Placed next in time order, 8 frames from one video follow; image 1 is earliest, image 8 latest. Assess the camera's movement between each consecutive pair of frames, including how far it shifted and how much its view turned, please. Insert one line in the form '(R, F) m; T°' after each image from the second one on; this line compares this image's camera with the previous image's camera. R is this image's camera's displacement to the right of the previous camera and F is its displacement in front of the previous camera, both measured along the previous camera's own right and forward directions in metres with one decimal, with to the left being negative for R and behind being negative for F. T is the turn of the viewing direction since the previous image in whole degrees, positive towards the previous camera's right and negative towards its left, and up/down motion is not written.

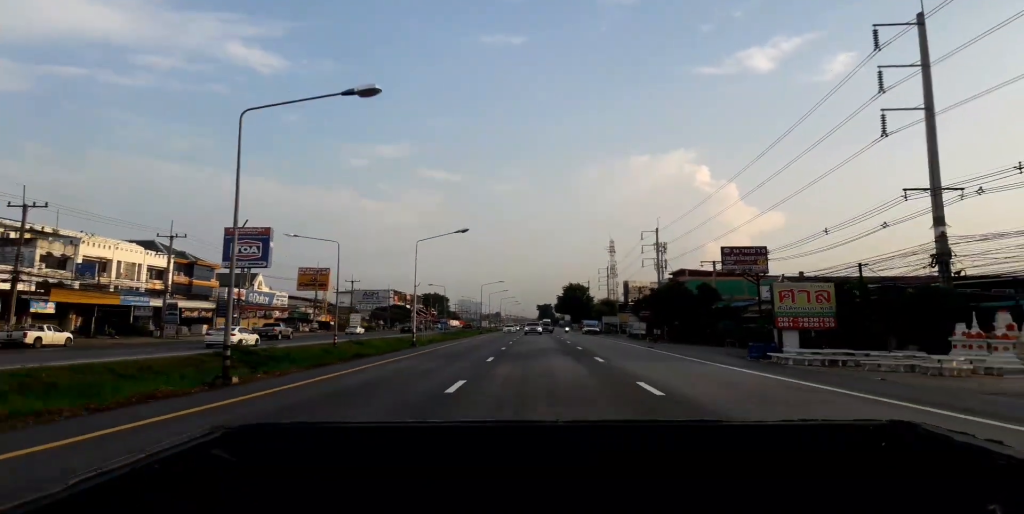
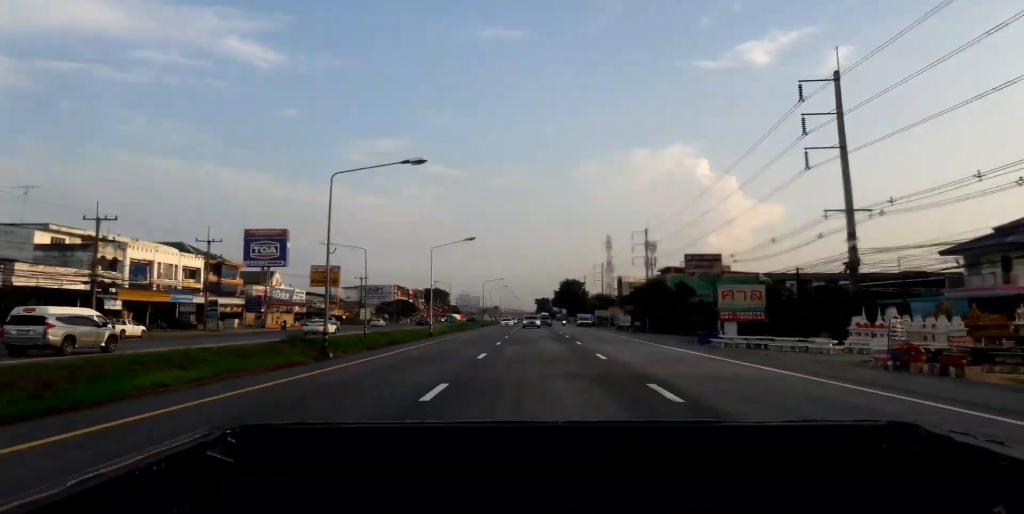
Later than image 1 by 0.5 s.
(0.0, +9.7) m; -1°
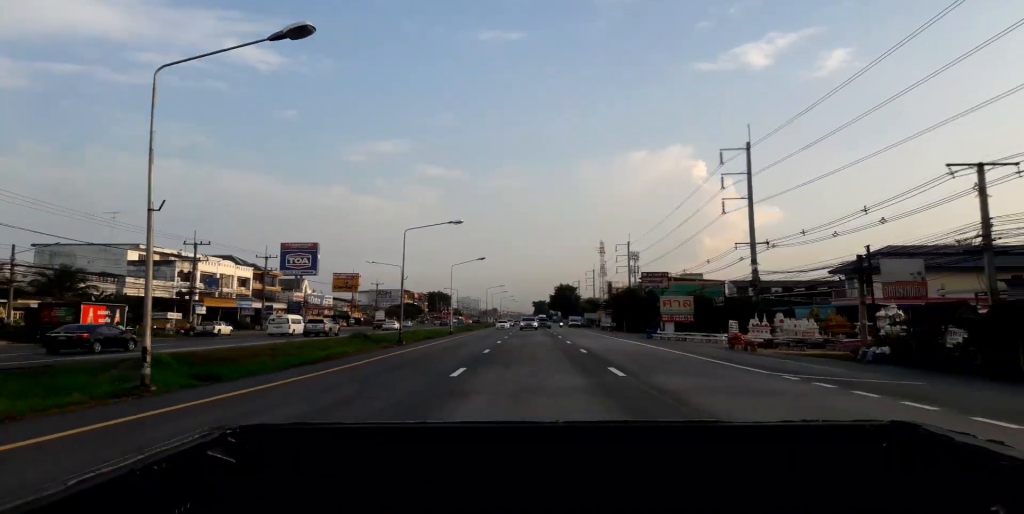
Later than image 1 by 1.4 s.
(-0.4, +18.2) m; -1°
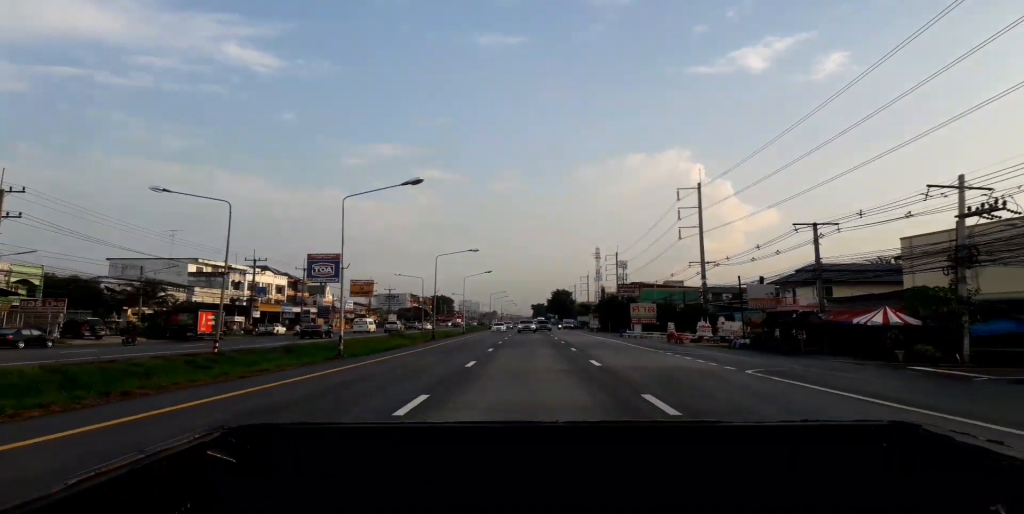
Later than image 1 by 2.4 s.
(+0.1, +17.6) m; +1°
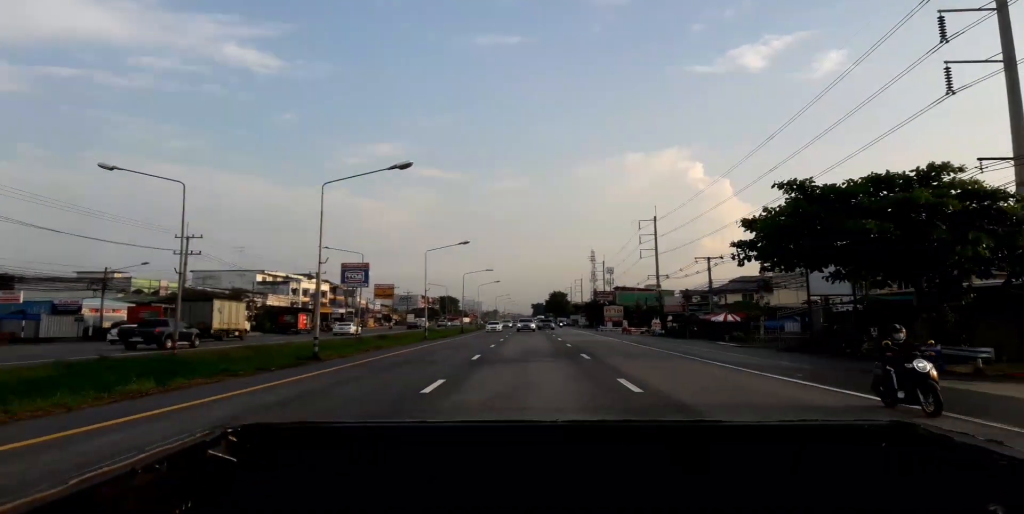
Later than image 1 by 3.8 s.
(+0.2, +26.9) m; +1°
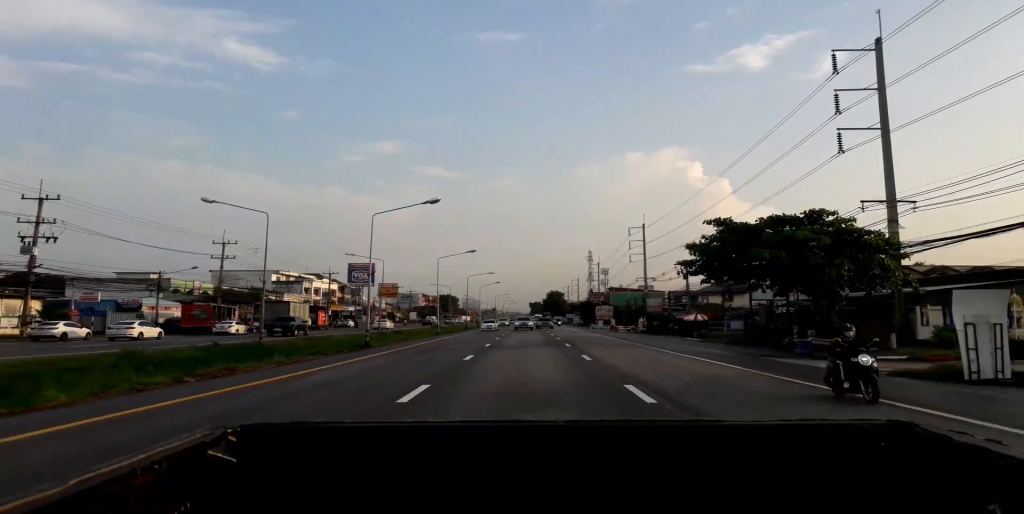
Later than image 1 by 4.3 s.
(-0.4, +10.1) m; +1°
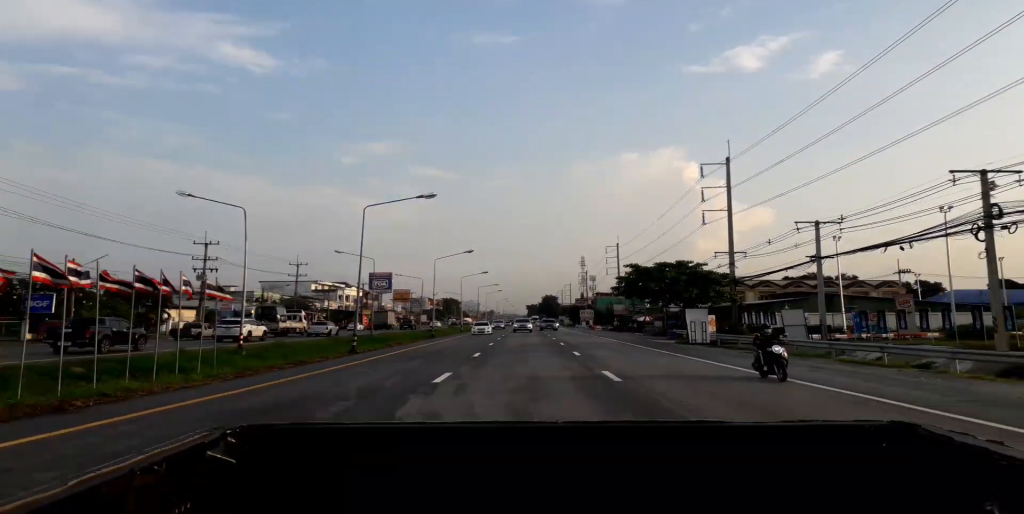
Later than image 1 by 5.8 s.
(+0.4, +28.0) m; -1°
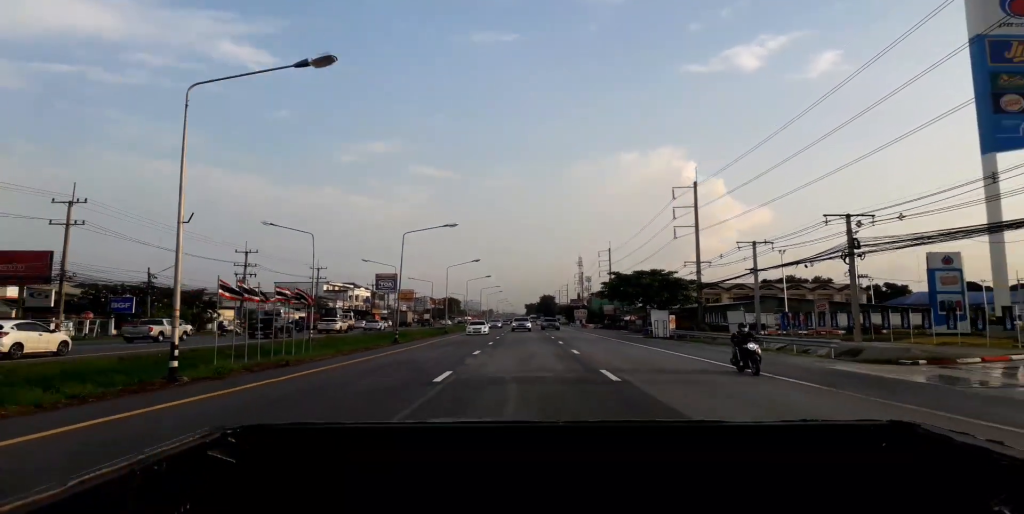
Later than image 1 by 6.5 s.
(-0.3, +12.4) m; 0°
